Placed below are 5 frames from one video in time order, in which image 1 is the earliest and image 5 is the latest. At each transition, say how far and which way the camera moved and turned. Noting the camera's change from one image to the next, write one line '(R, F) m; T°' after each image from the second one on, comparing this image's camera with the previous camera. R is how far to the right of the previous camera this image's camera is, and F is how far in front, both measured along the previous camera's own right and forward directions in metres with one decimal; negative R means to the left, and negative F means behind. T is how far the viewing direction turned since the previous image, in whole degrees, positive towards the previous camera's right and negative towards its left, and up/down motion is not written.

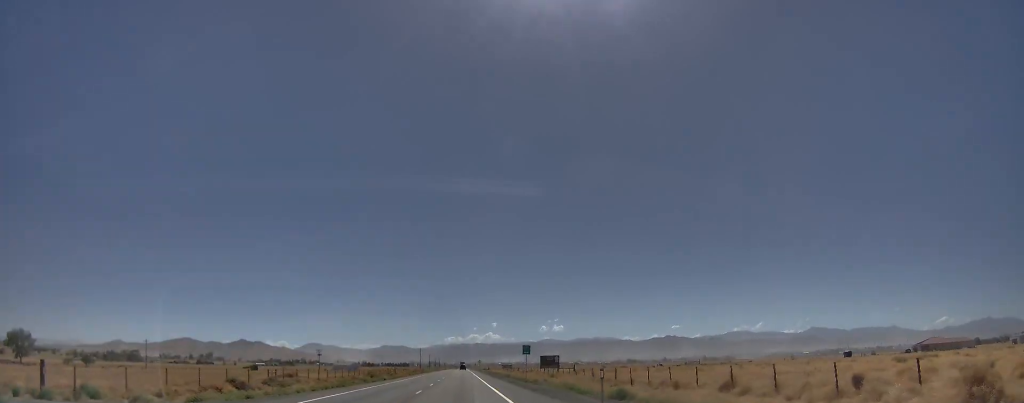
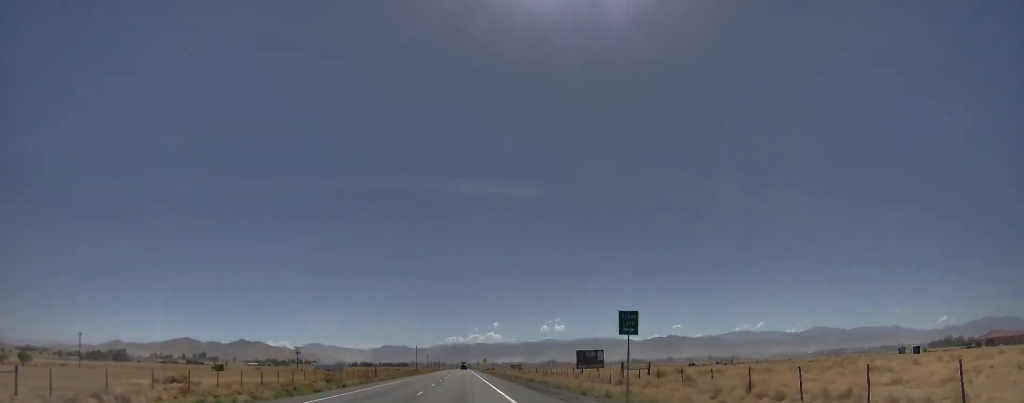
(-0.1, +37.4) m; -2°
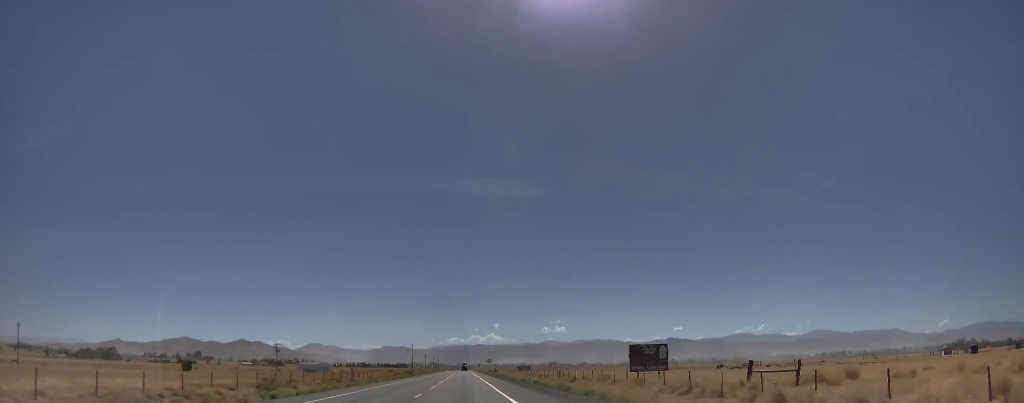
(-0.4, +26.3) m; +1°
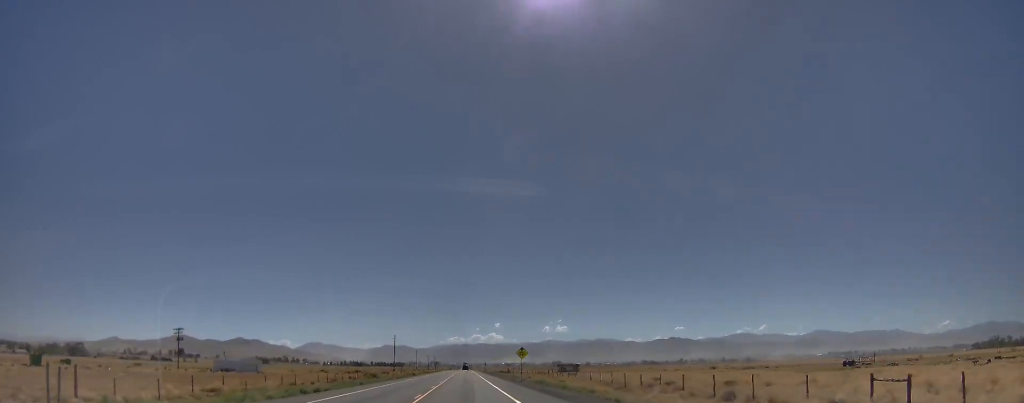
(0.0, +74.1) m; -1°
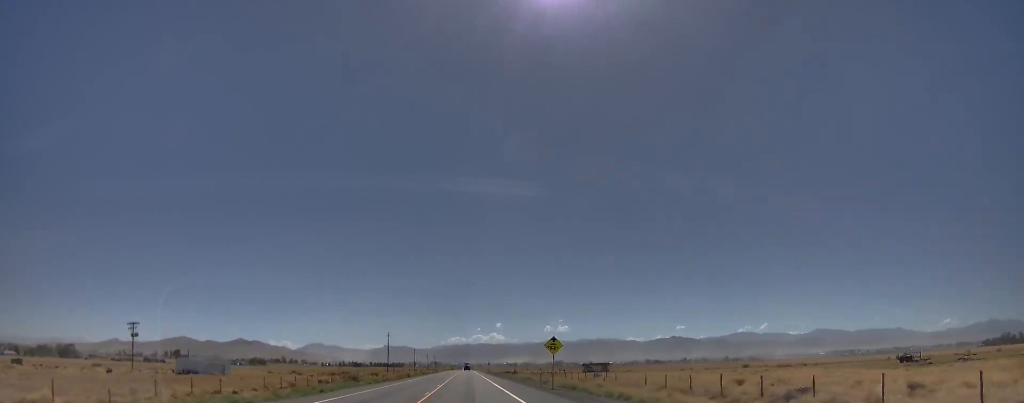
(+0.1, +20.8) m; 0°
